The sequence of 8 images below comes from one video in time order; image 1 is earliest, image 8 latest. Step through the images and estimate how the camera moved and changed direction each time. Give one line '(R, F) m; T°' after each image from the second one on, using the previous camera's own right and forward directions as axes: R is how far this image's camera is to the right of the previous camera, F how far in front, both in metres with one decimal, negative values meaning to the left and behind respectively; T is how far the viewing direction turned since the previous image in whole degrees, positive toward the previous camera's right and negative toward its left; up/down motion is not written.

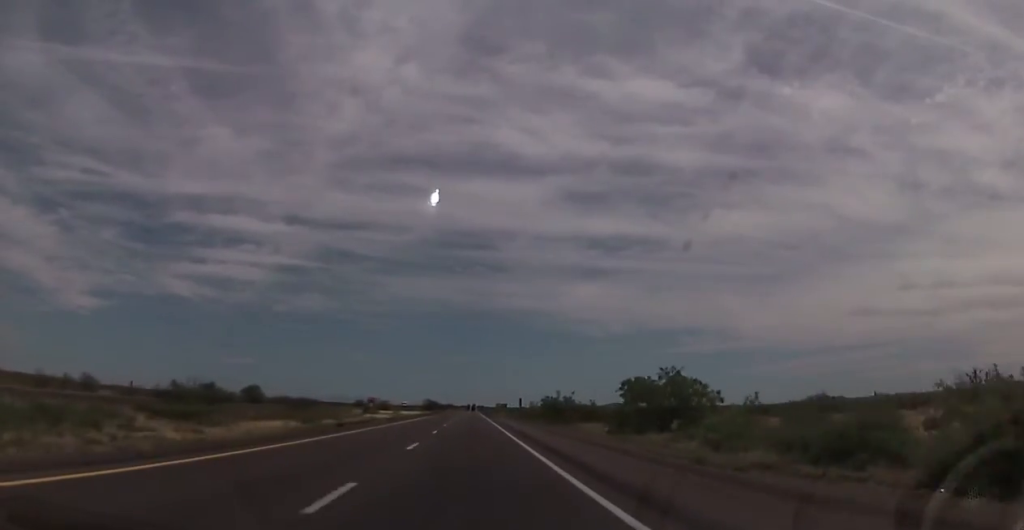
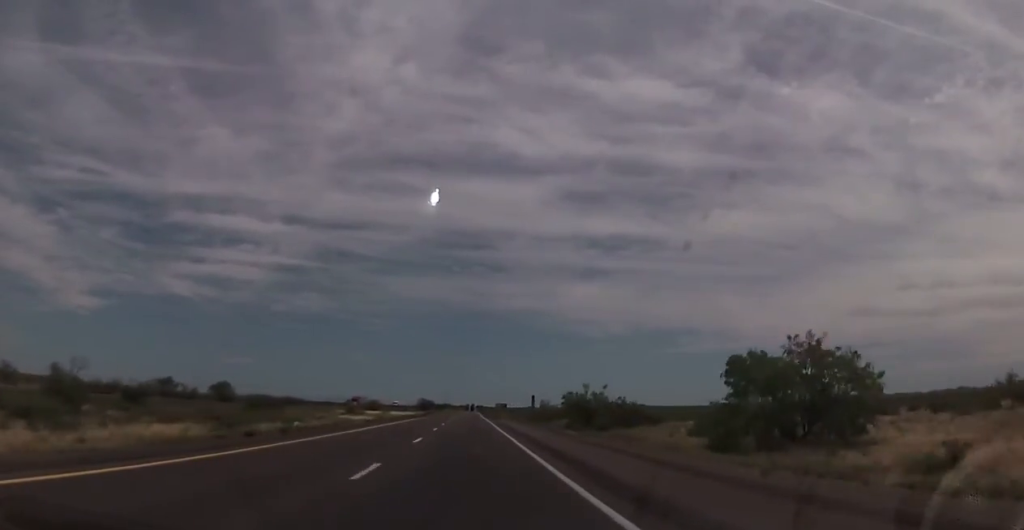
(+0.1, +20.2) m; 0°
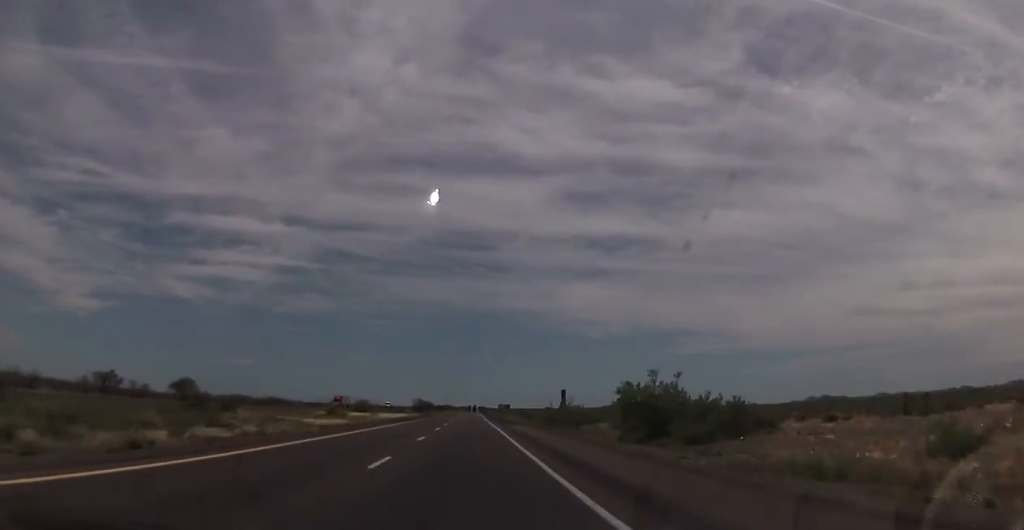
(+0.1, +21.4) m; 0°
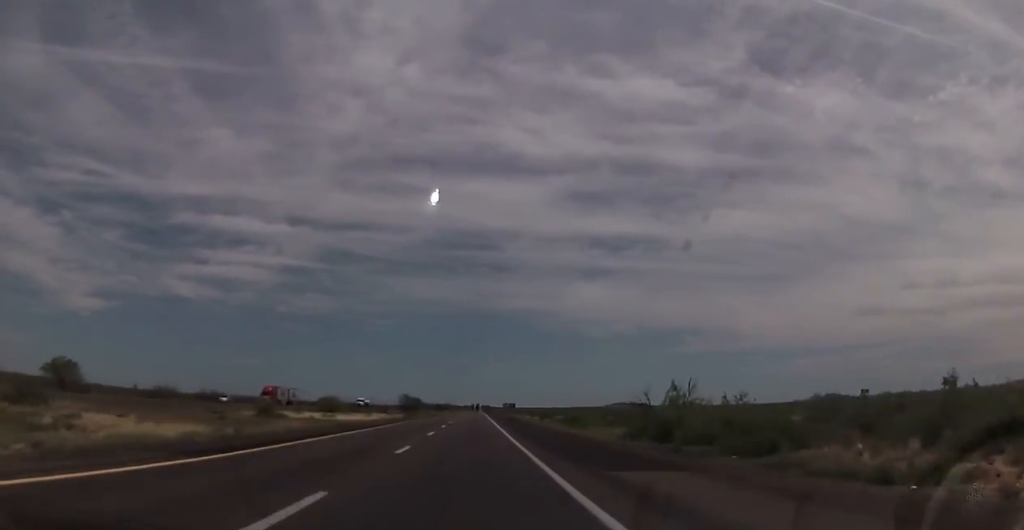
(-0.1, +41.4) m; 0°
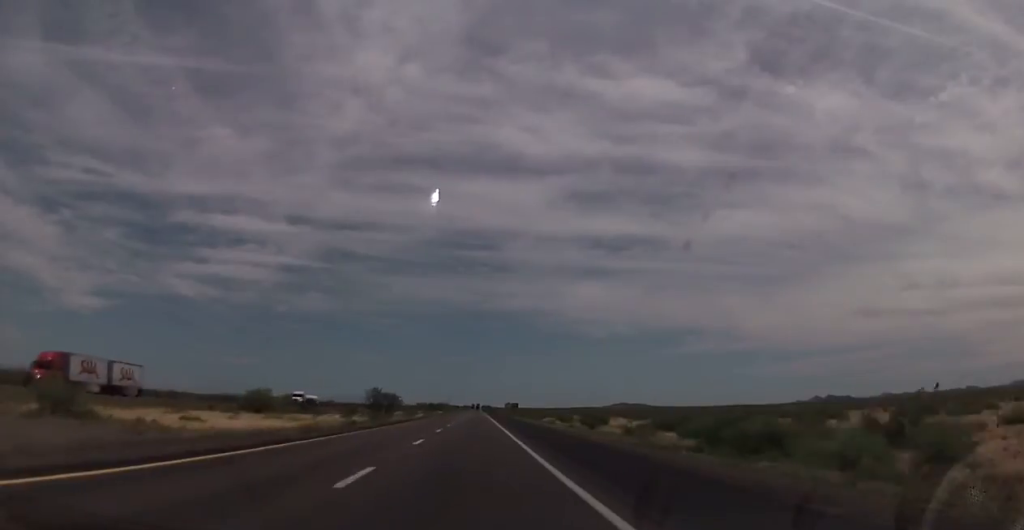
(-0.2, +39.9) m; 0°
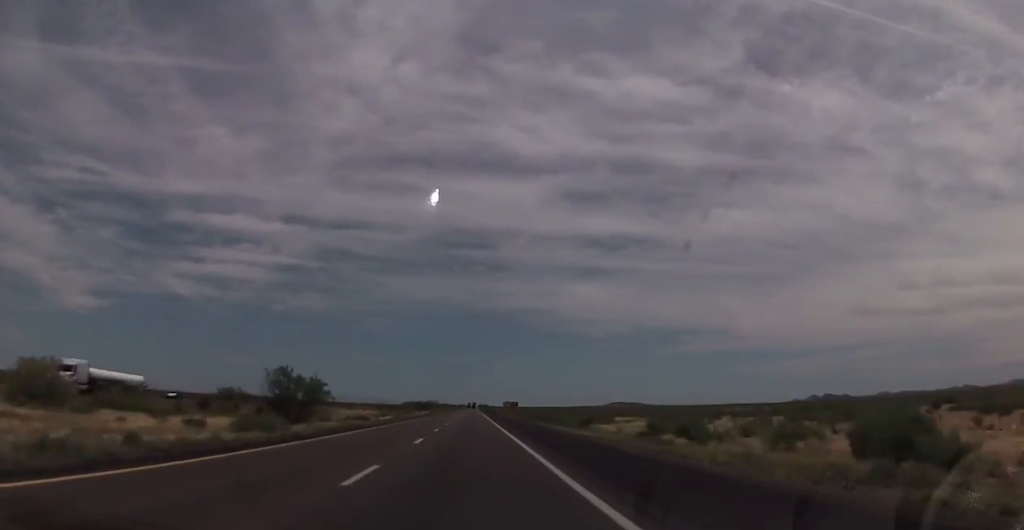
(+0.3, +46.9) m; 0°
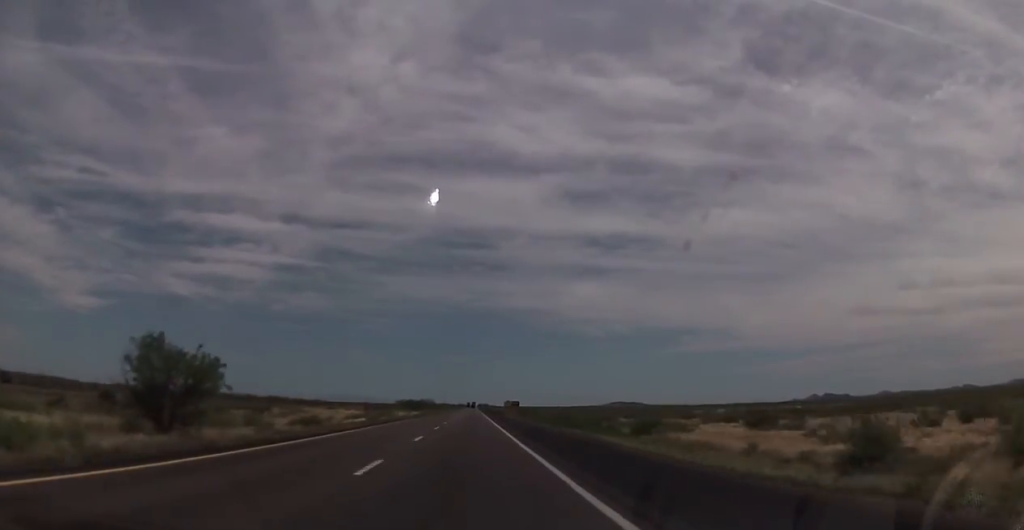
(-0.1, +25.1) m; 0°
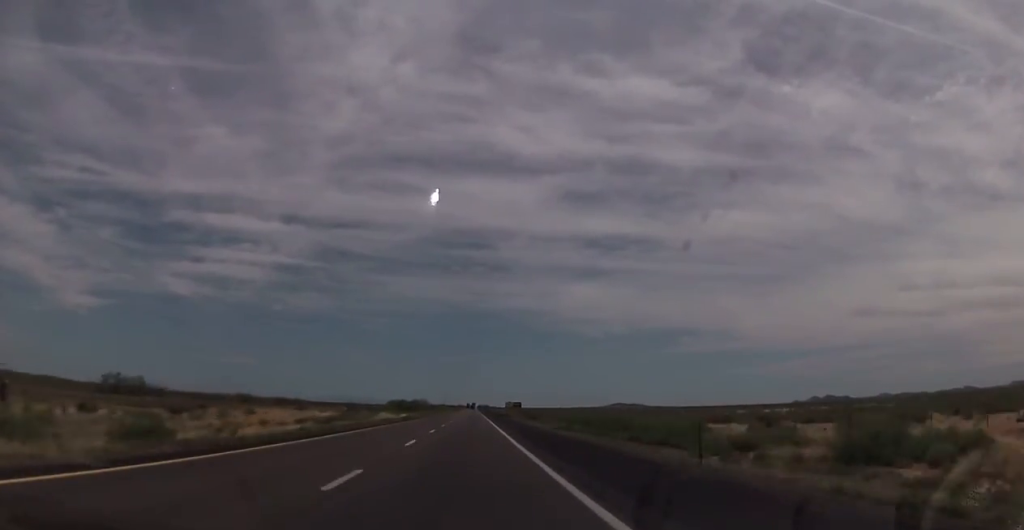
(-0.1, +30.6) m; 0°
